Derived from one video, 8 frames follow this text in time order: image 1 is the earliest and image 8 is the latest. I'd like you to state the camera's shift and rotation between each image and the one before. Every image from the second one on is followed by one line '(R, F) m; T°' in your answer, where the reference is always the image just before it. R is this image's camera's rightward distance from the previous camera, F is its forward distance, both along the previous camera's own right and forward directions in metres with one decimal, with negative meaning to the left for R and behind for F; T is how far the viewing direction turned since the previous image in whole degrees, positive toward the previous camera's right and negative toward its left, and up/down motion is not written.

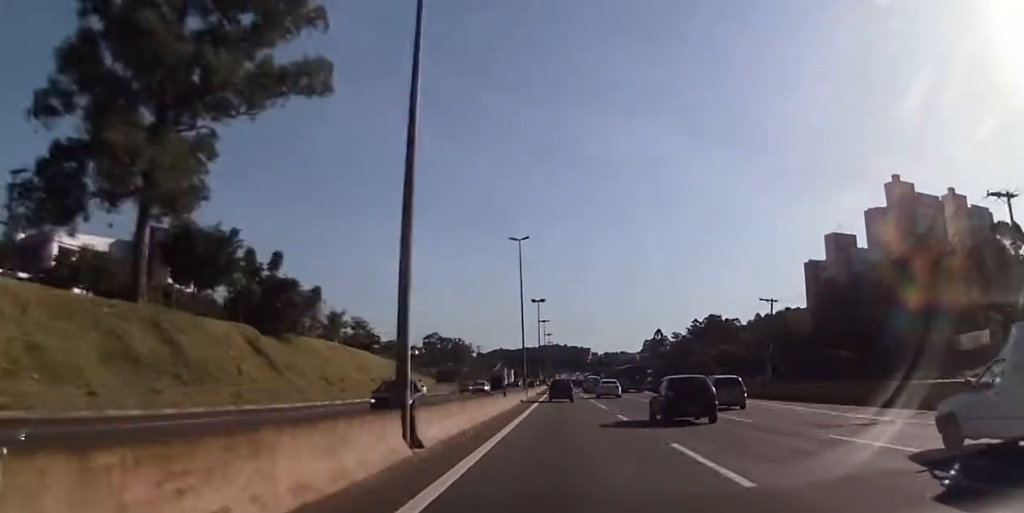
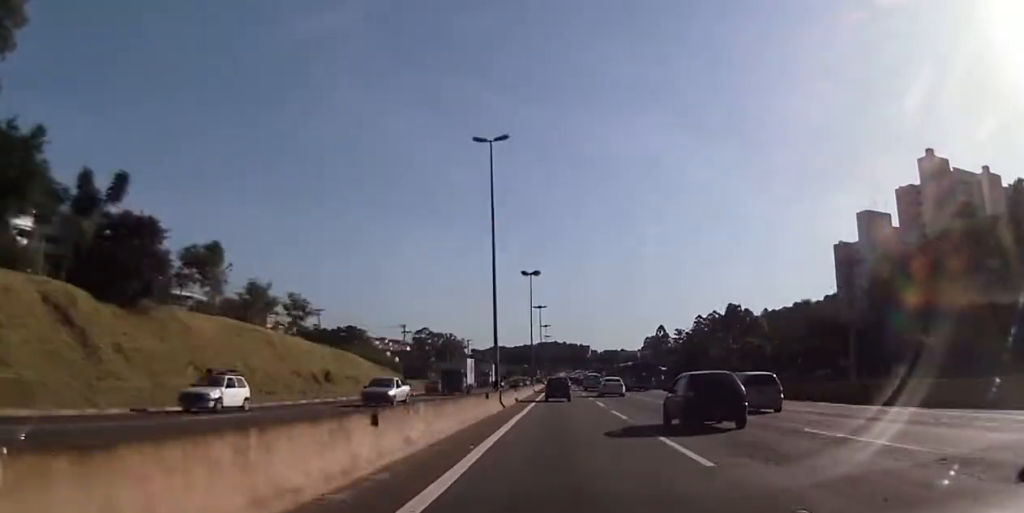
(+0.2, +21.4) m; 0°
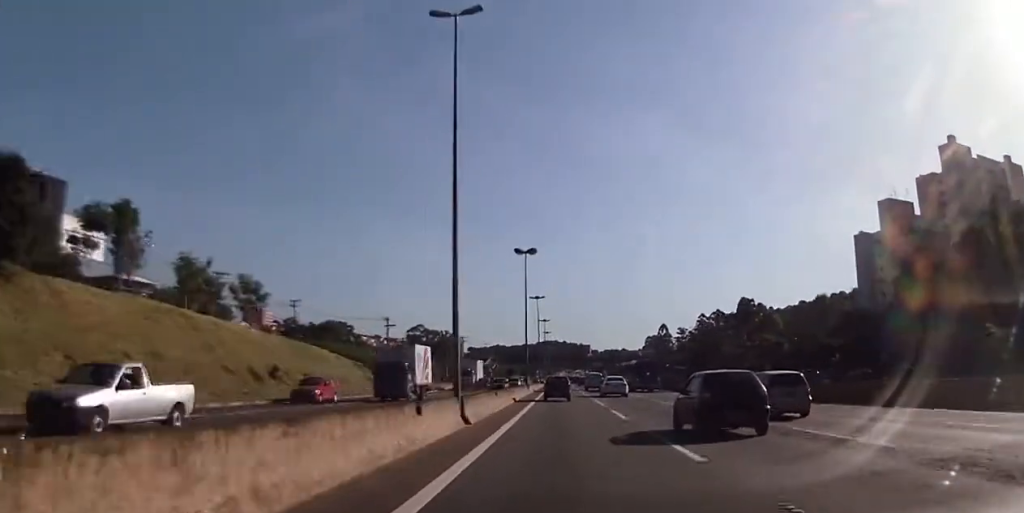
(-0.1, +11.7) m; -1°
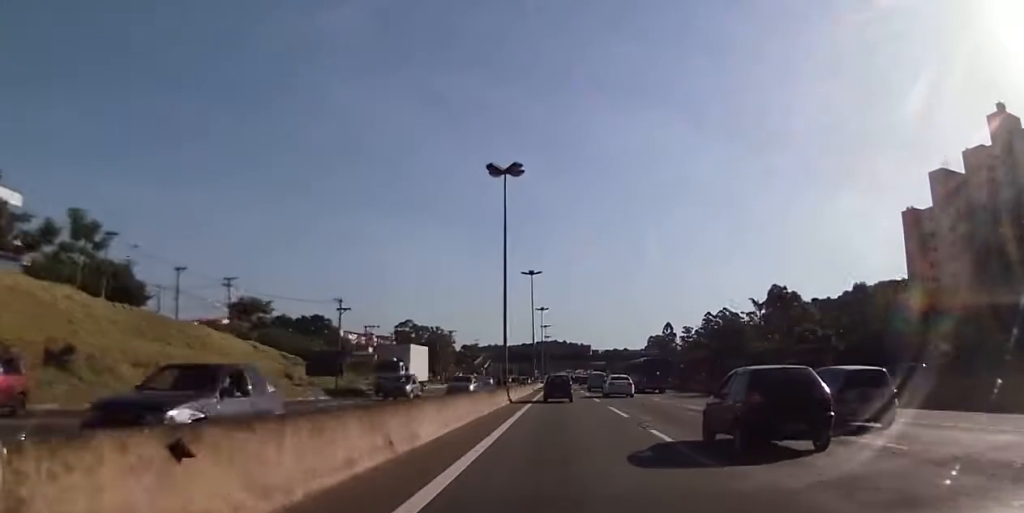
(-0.3, +23.6) m; 0°
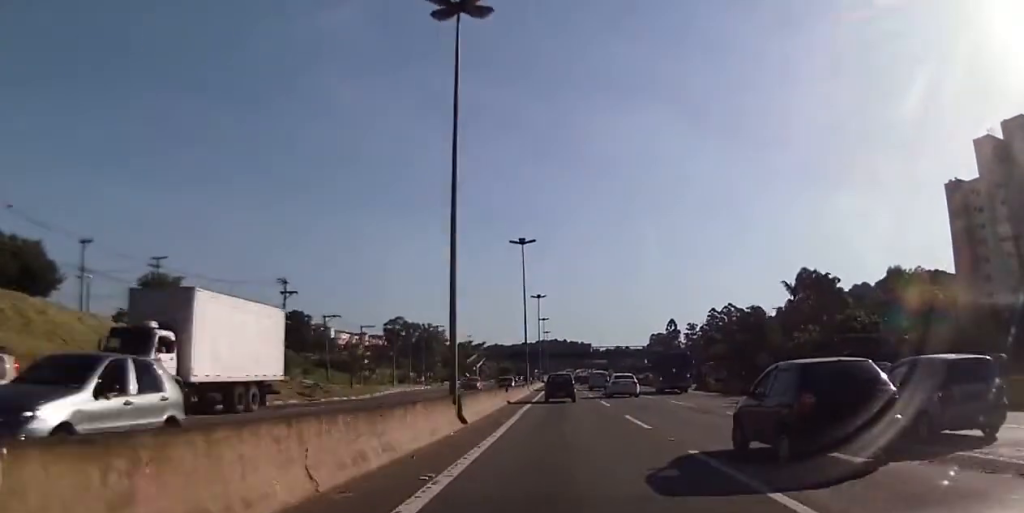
(+0.1, +17.7) m; +1°
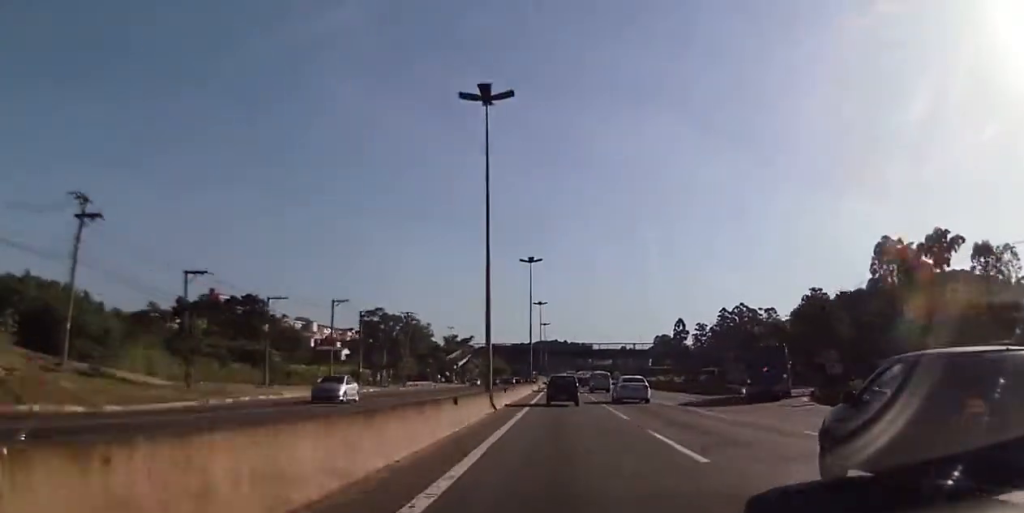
(+0.1, +32.6) m; -1°
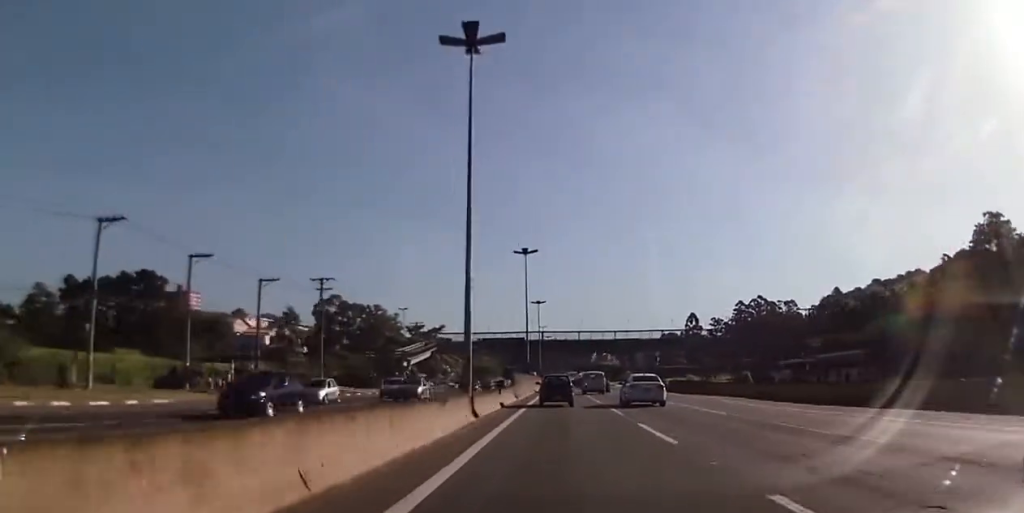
(0.0, +46.0) m; +1°
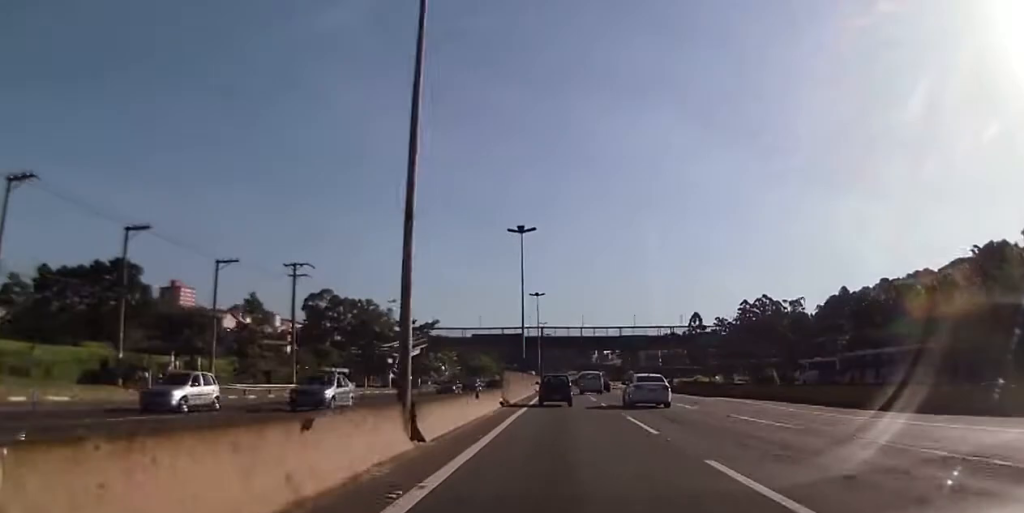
(+0.2, +8.8) m; 0°
